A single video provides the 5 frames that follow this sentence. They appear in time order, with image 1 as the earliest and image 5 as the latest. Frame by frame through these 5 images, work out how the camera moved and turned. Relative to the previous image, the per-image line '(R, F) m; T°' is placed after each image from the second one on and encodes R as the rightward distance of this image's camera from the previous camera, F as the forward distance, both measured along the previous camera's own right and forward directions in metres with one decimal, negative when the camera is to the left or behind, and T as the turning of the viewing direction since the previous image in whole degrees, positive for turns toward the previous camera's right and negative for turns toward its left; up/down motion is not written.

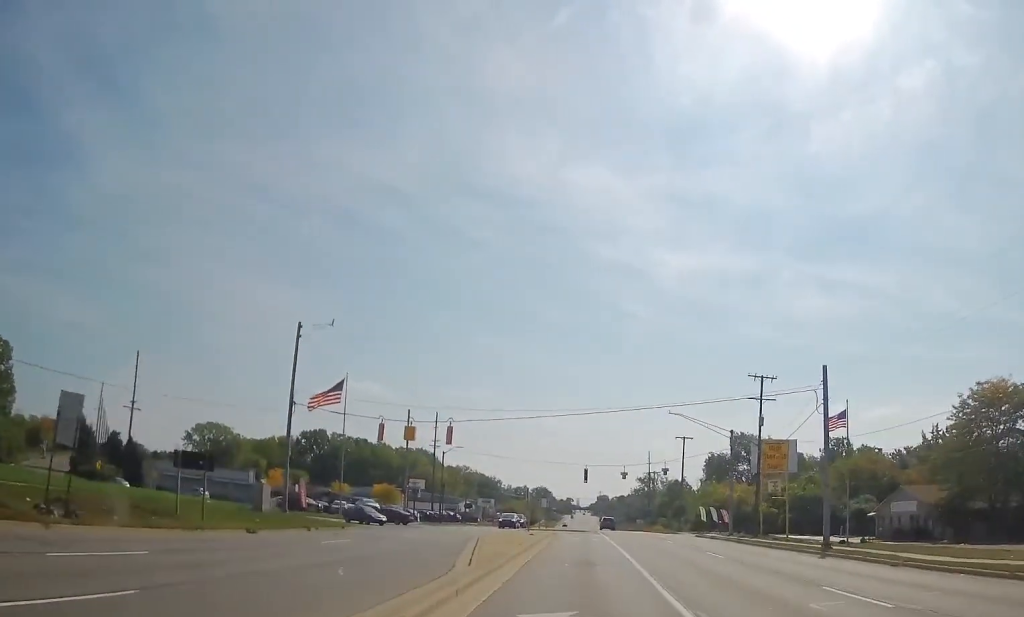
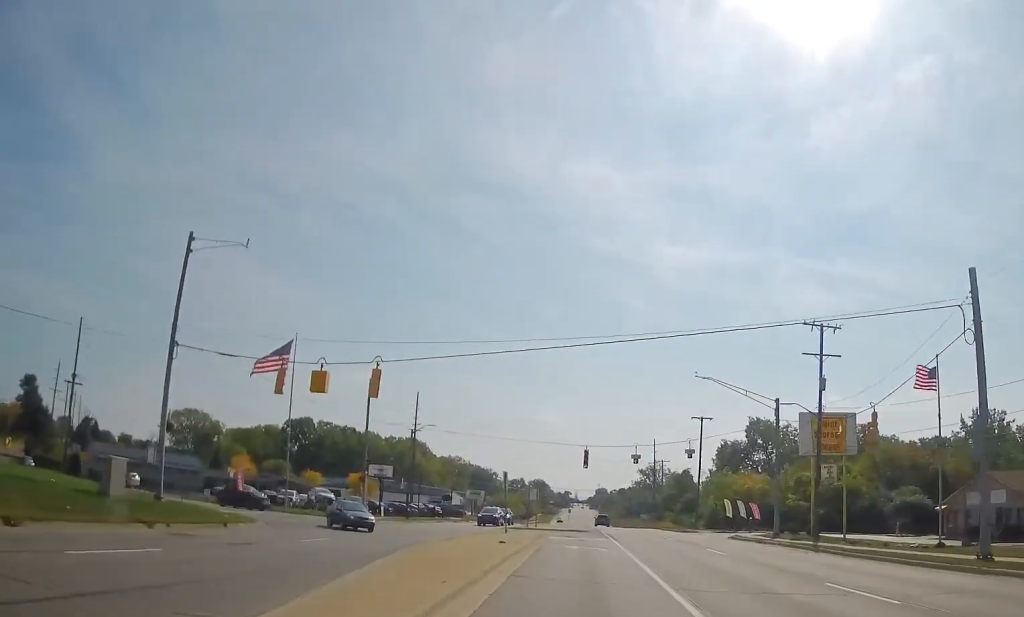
(+0.1, +15.0) m; +1°
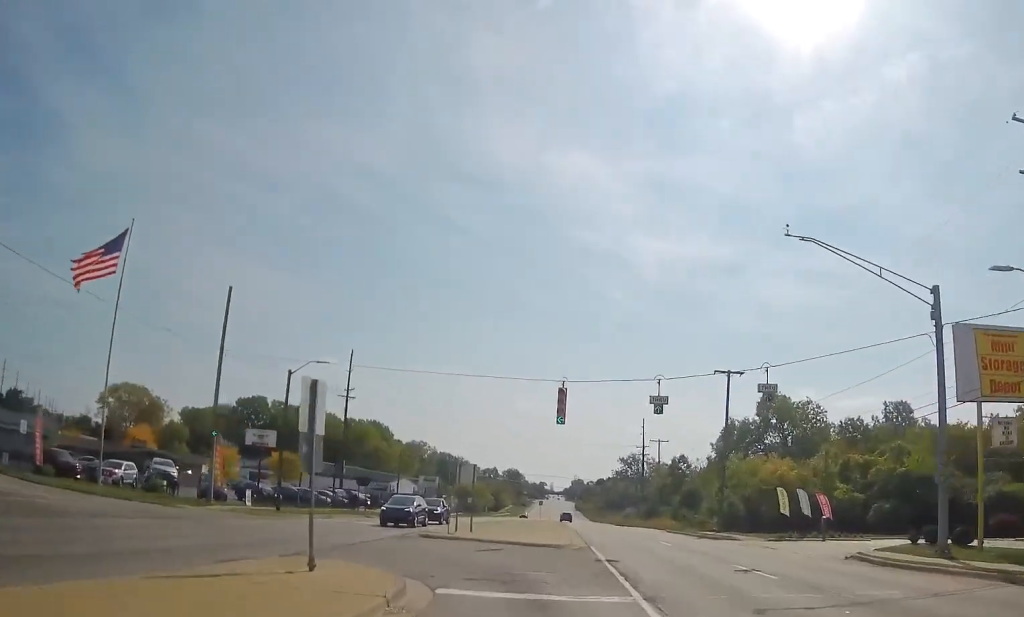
(+0.2, +25.0) m; +2°
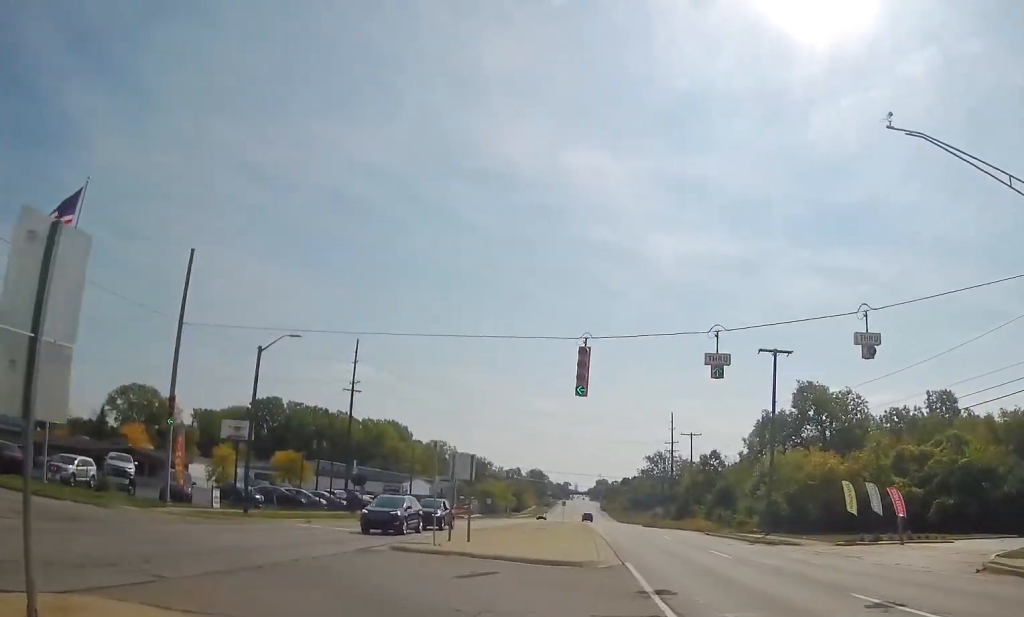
(+0.1, +7.6) m; -1°
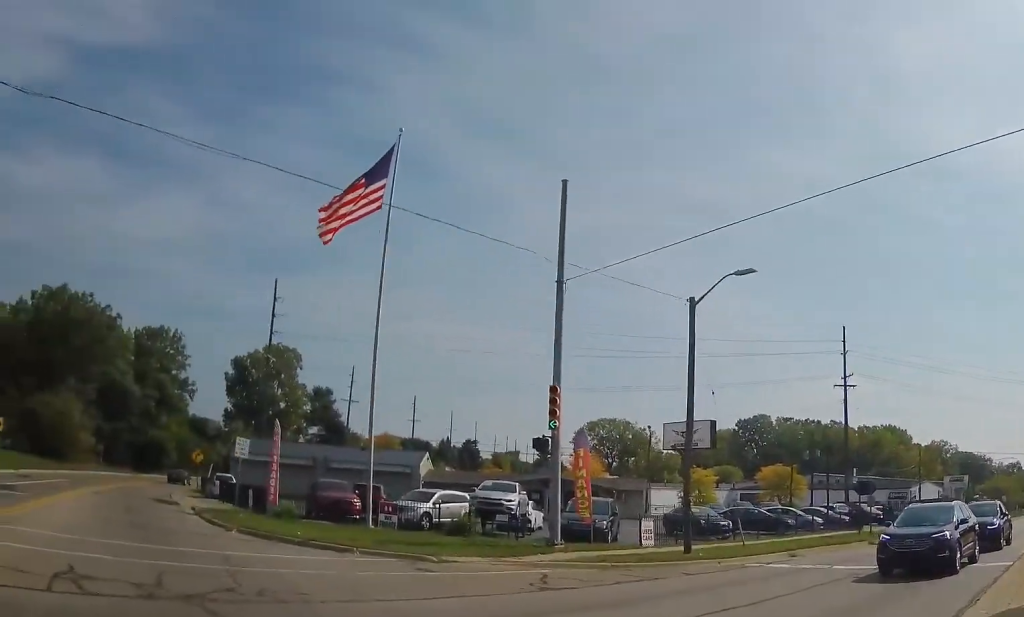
(-2.6, +14.0) m; -40°
